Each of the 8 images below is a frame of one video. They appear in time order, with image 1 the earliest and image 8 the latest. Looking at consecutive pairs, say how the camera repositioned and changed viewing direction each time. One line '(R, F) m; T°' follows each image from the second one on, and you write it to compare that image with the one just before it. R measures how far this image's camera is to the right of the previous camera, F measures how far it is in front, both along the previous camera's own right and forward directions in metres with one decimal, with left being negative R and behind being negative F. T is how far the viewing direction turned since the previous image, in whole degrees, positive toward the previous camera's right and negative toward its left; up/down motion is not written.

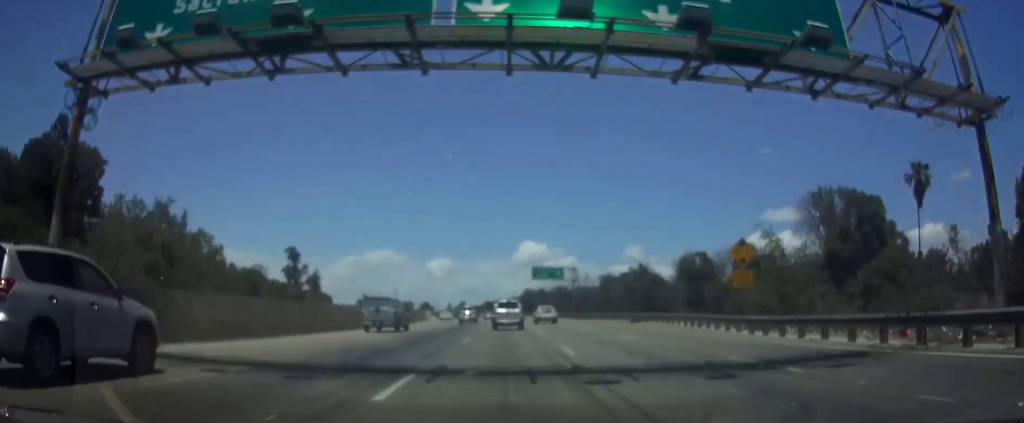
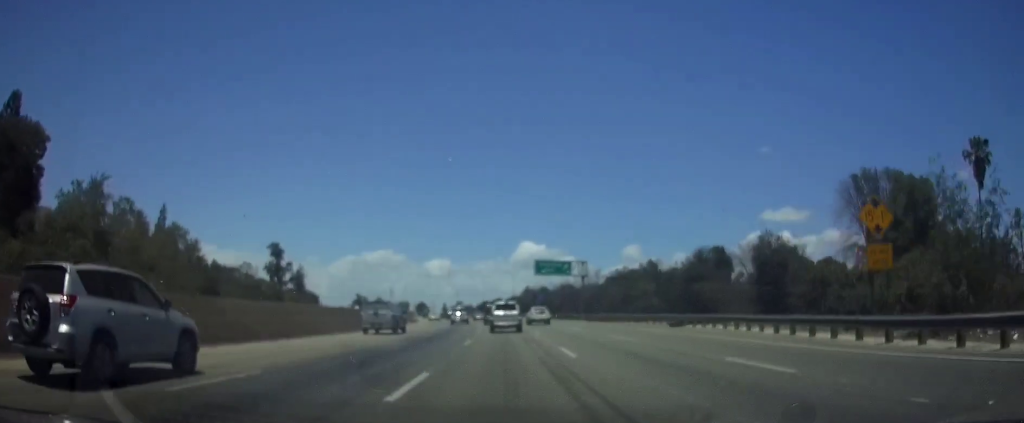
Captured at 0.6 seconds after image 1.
(0.0, +13.9) m; 0°
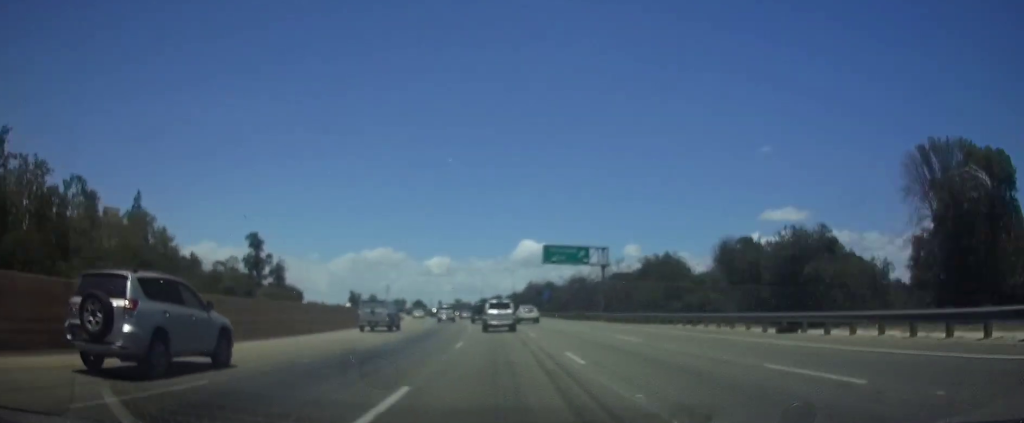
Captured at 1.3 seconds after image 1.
(+0.1, +16.9) m; -1°
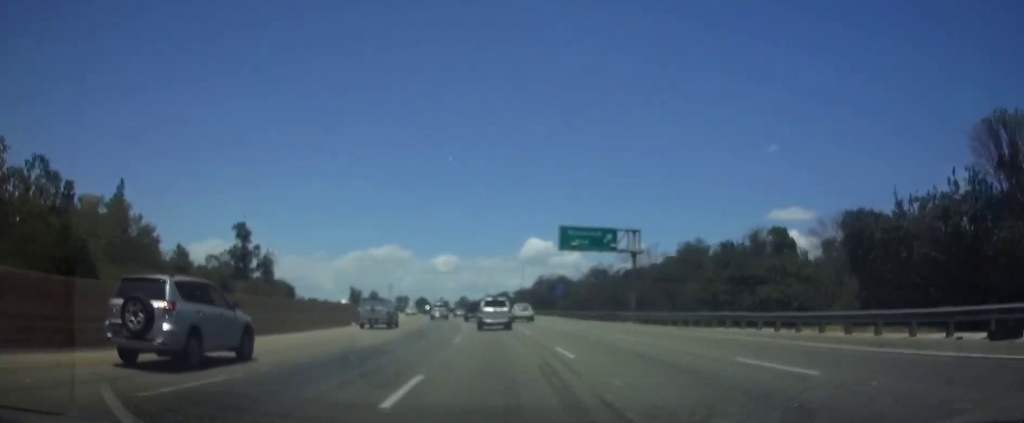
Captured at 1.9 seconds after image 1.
(-0.2, +12.9) m; -1°
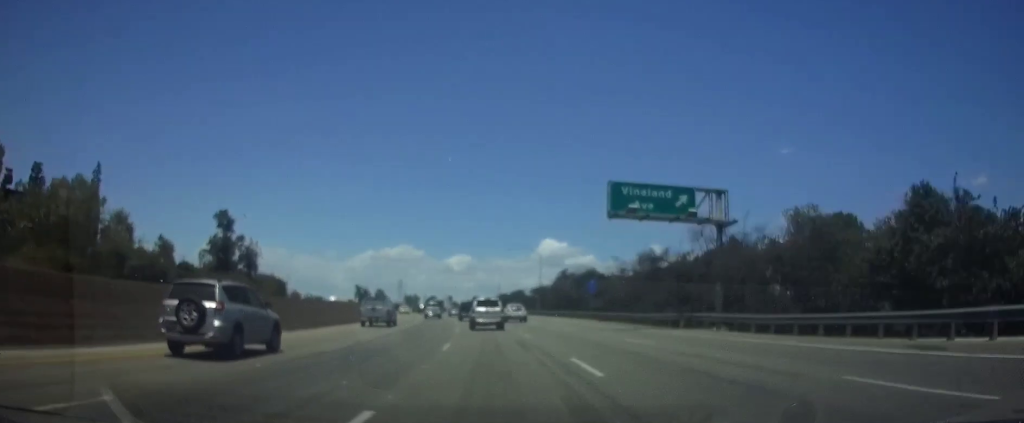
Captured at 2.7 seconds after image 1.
(-0.2, +18.9) m; -2°
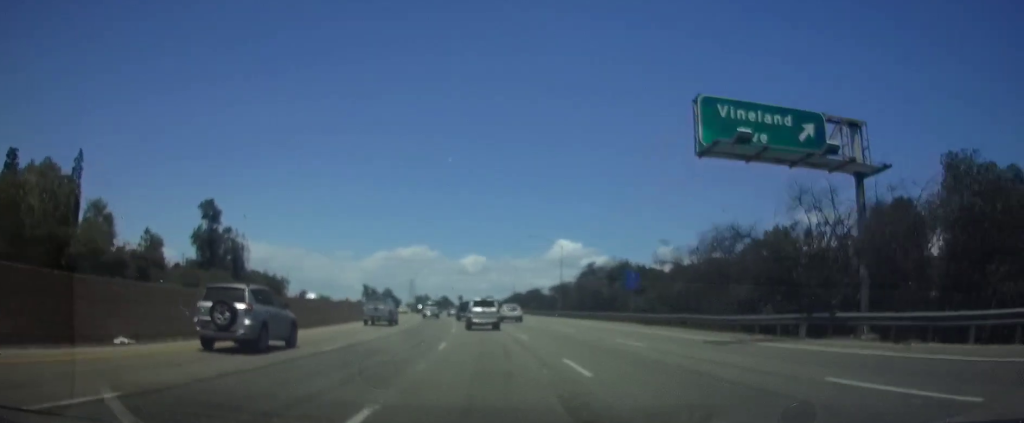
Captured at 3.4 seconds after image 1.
(0.0, +14.3) m; -1°
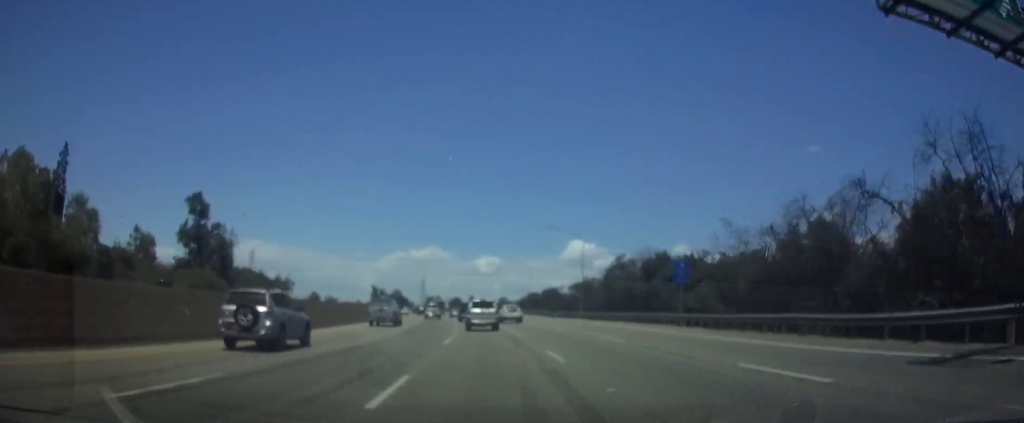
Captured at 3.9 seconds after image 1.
(-0.2, +11.2) m; -1°
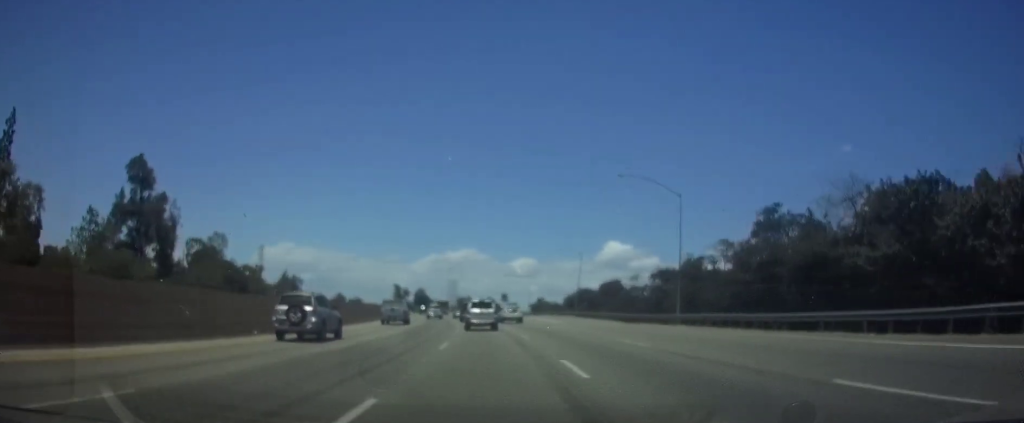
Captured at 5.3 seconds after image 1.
(-0.8, +32.7) m; -3°
